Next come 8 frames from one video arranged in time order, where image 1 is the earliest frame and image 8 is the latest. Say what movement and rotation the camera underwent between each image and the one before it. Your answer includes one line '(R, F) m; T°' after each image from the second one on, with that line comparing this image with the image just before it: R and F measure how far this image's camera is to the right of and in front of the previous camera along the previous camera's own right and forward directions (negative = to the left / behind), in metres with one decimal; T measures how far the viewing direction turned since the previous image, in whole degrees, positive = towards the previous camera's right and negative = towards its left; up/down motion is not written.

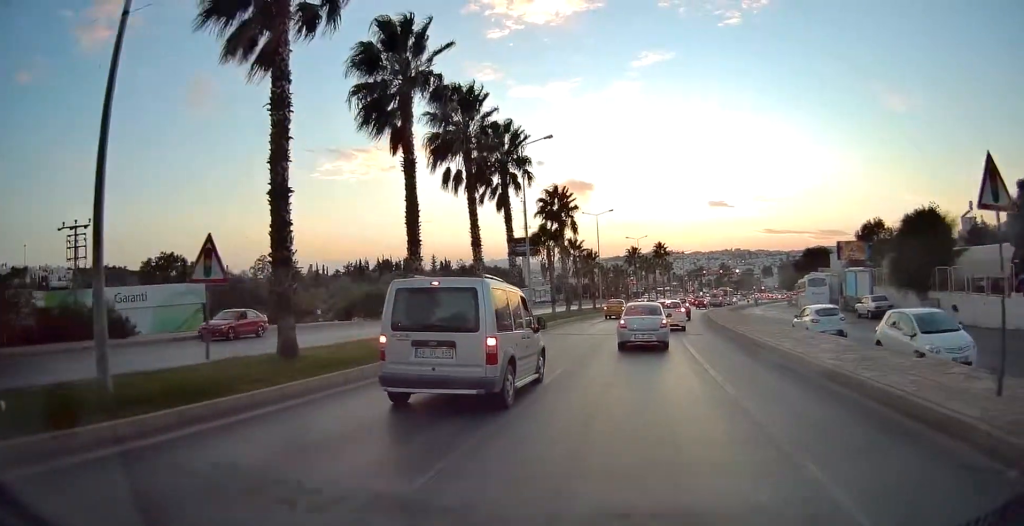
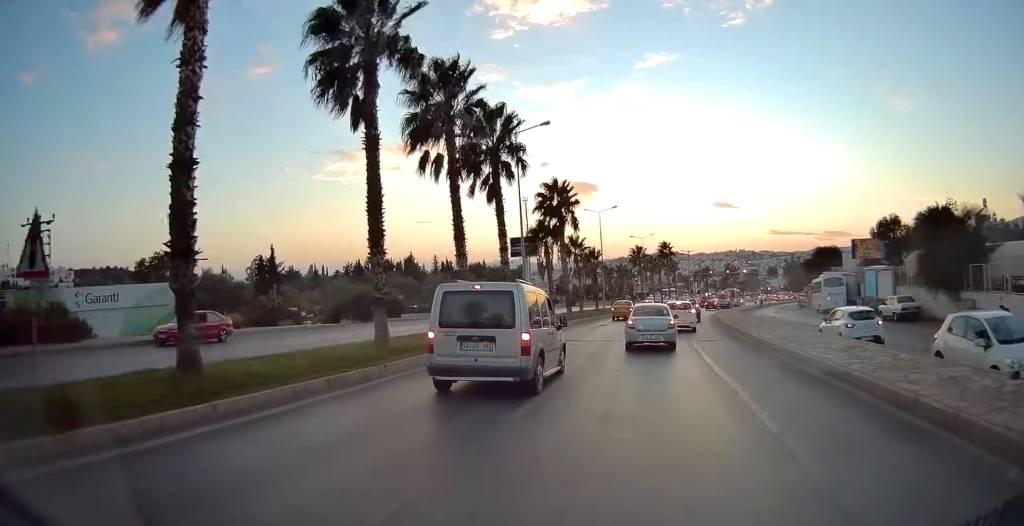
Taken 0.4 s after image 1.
(+0.1, +3.4) m; 0°
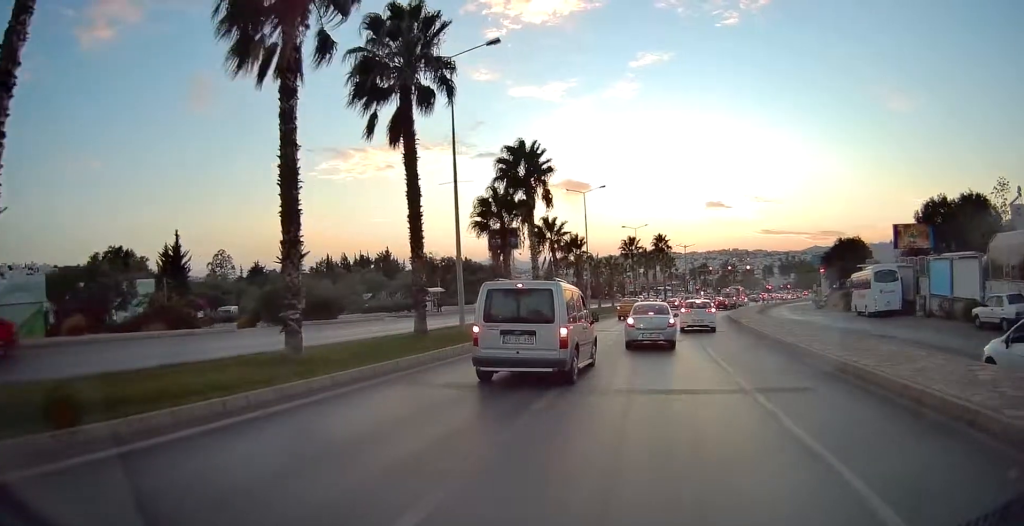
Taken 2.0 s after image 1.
(+0.1, +11.5) m; -1°
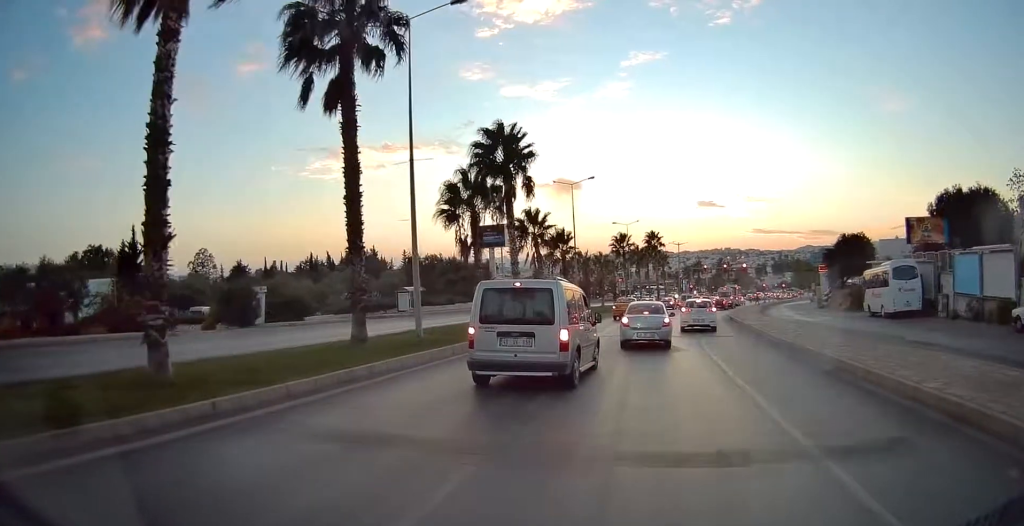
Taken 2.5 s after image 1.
(0.0, +3.7) m; 0°
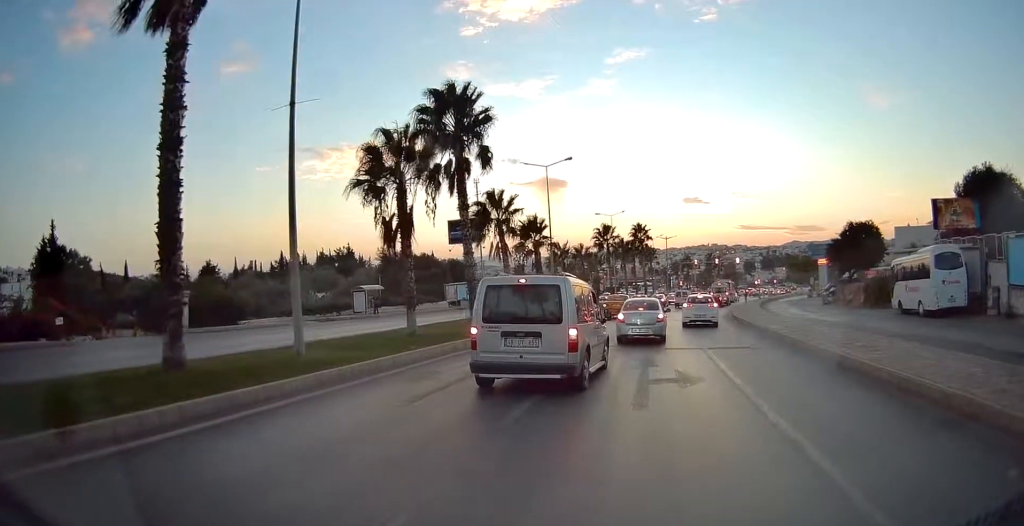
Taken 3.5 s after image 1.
(0.0, +6.7) m; 0°
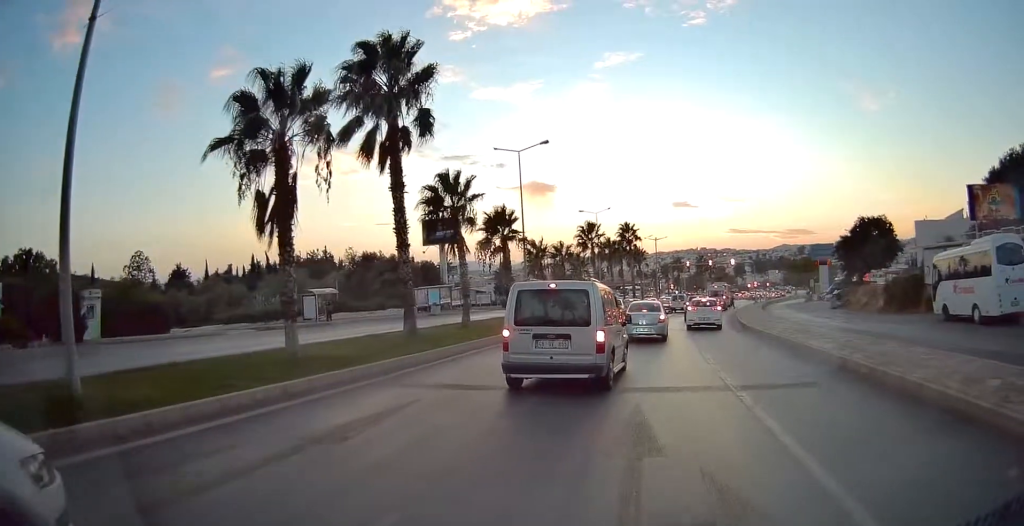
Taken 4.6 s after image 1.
(+0.1, +6.5) m; +2°
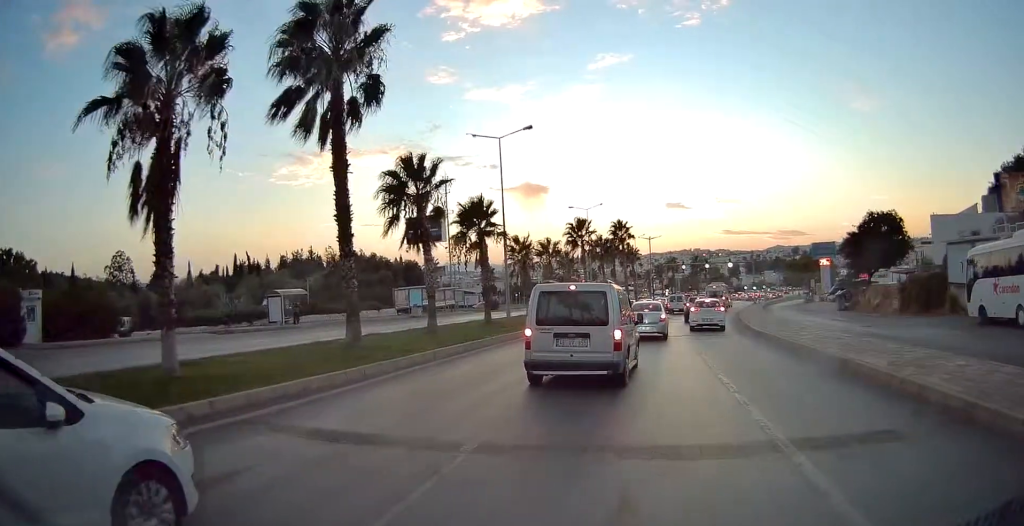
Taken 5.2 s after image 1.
(+0.1, +3.7) m; +2°
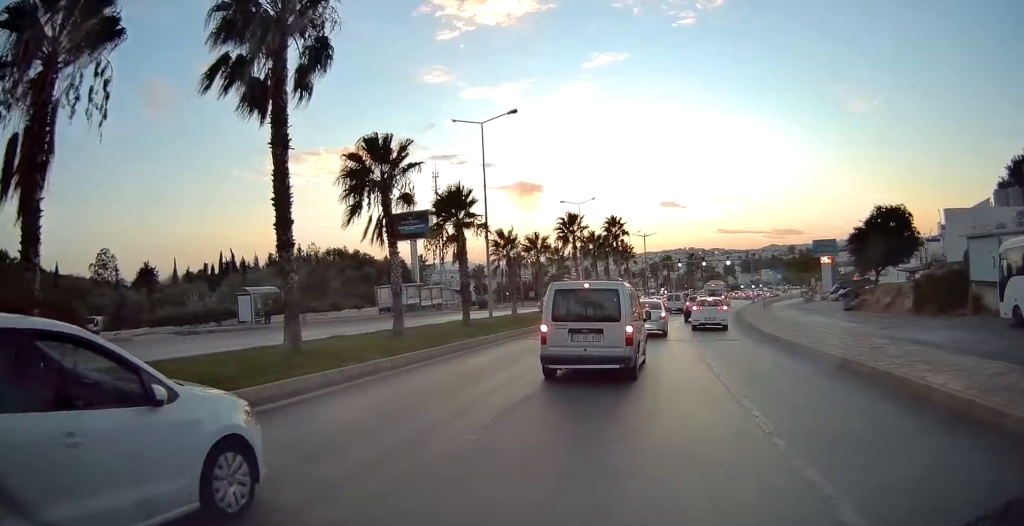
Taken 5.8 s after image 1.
(+0.1, +2.7) m; +1°
